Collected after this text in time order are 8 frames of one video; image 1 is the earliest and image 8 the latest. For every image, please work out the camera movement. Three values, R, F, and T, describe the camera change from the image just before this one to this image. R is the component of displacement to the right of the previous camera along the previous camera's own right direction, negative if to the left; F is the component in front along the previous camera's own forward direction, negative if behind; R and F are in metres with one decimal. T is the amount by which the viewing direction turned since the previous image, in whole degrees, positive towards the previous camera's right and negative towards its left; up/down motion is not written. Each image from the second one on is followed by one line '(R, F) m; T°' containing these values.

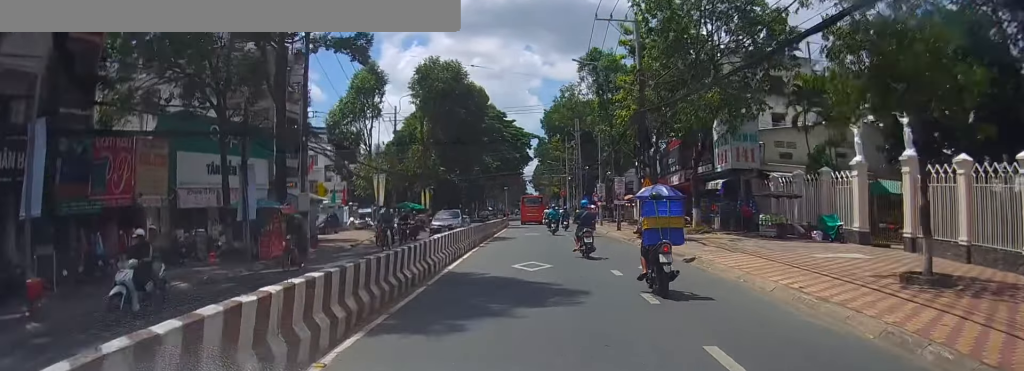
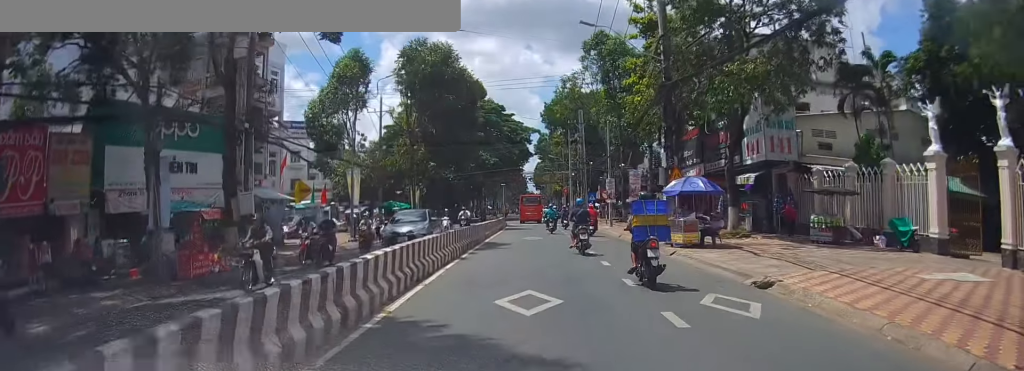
(-0.1, +5.4) m; 0°
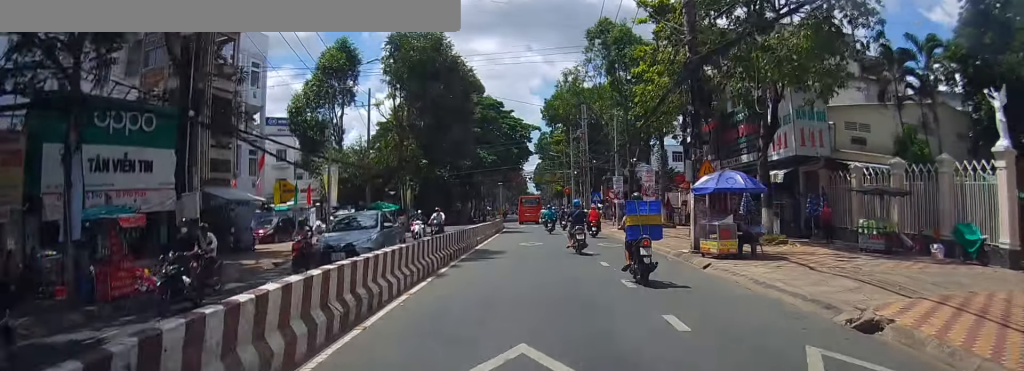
(0.0, +4.3) m; +2°
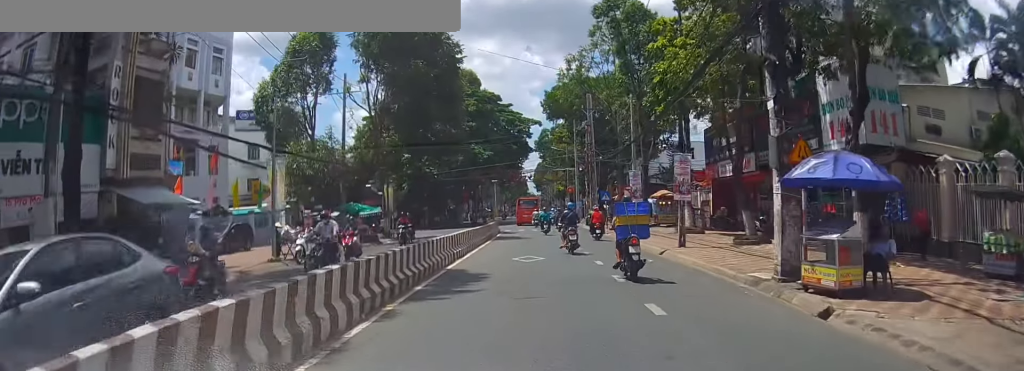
(+0.2, +6.7) m; +1°
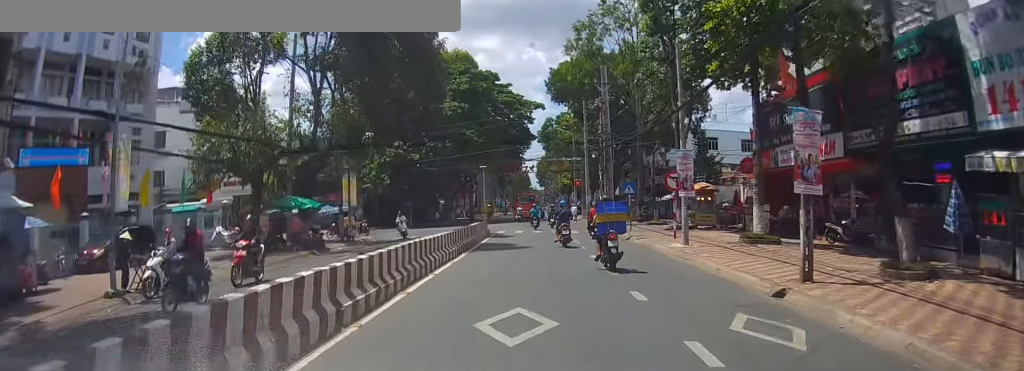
(+0.1, +10.8) m; -4°
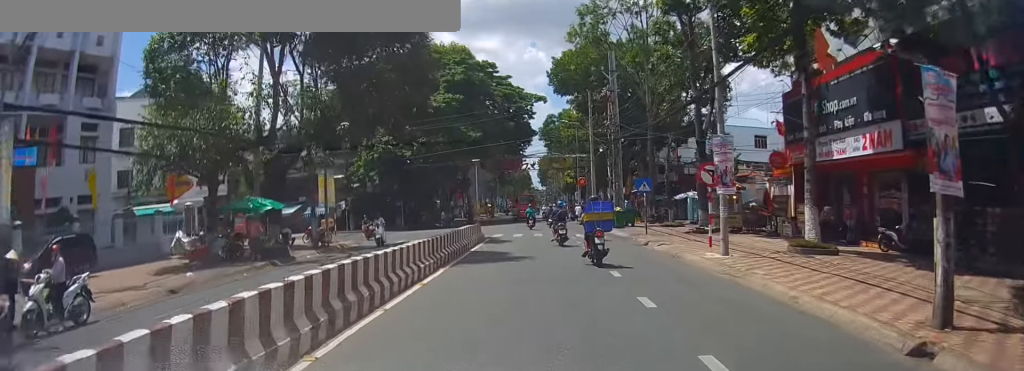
(-0.4, +4.5) m; 0°
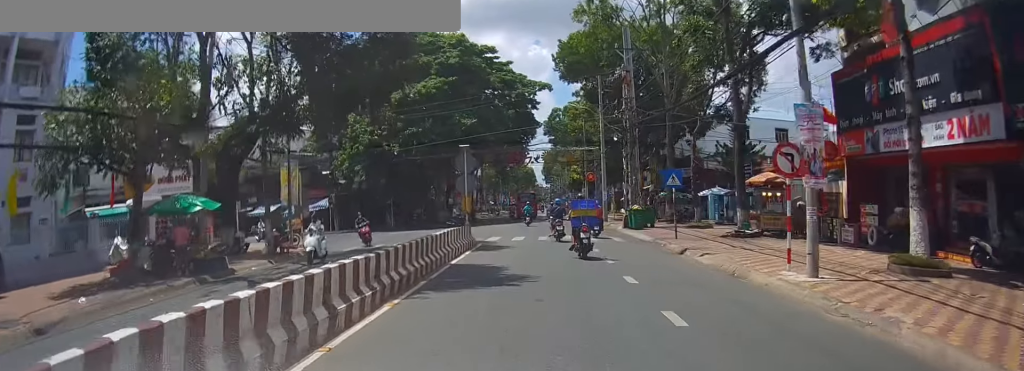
(-0.2, +5.9) m; 0°
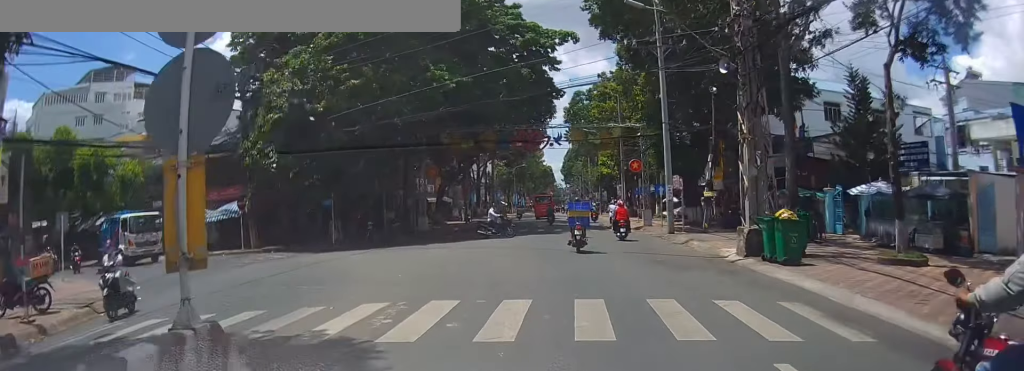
(+0.3, +19.7) m; 0°
